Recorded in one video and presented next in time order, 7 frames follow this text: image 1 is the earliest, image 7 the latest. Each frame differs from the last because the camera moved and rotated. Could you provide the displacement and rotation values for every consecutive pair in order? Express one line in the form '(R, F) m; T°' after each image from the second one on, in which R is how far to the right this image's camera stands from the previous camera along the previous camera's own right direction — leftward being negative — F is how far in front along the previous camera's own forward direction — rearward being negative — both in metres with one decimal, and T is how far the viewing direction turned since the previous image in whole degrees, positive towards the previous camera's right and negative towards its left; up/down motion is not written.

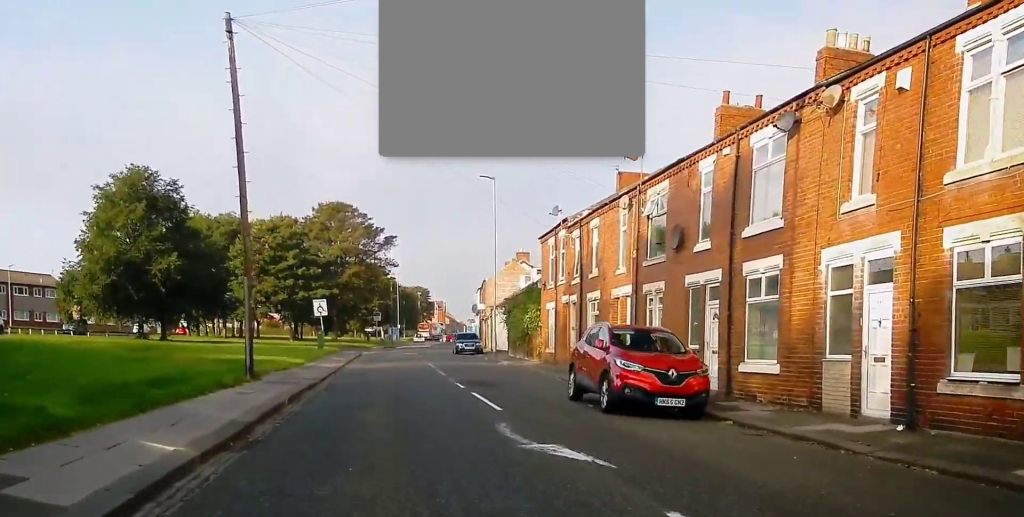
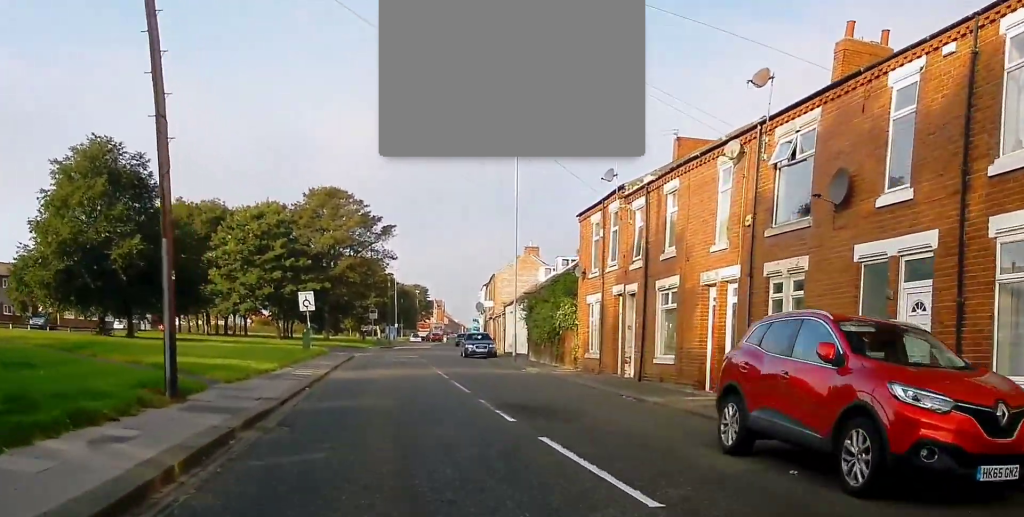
(-0.1, +7.7) m; +1°
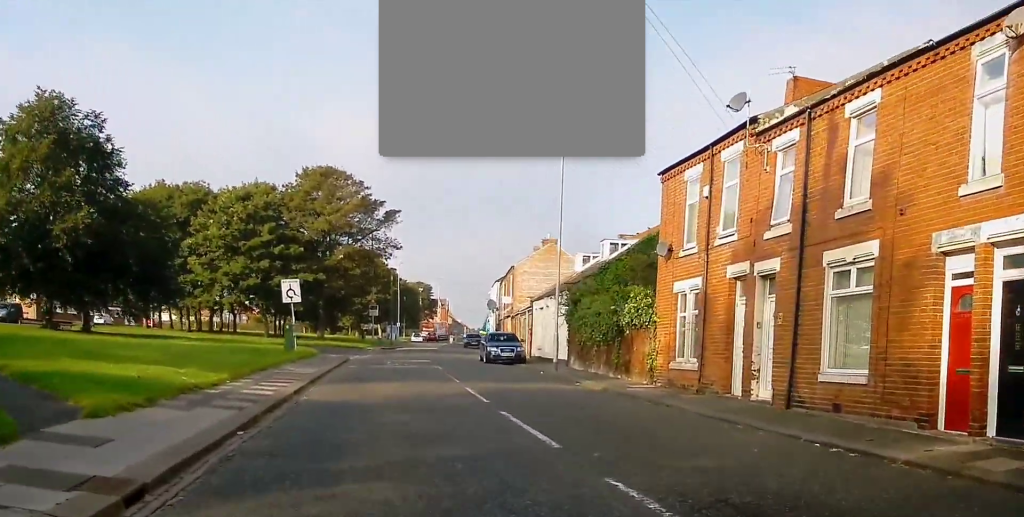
(+0.3, +8.7) m; +1°
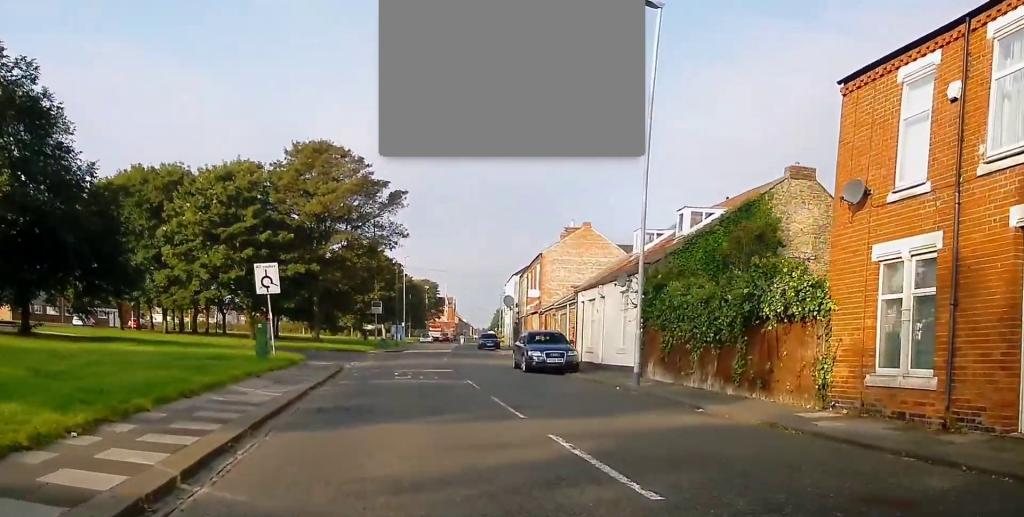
(-0.1, +8.8) m; -2°
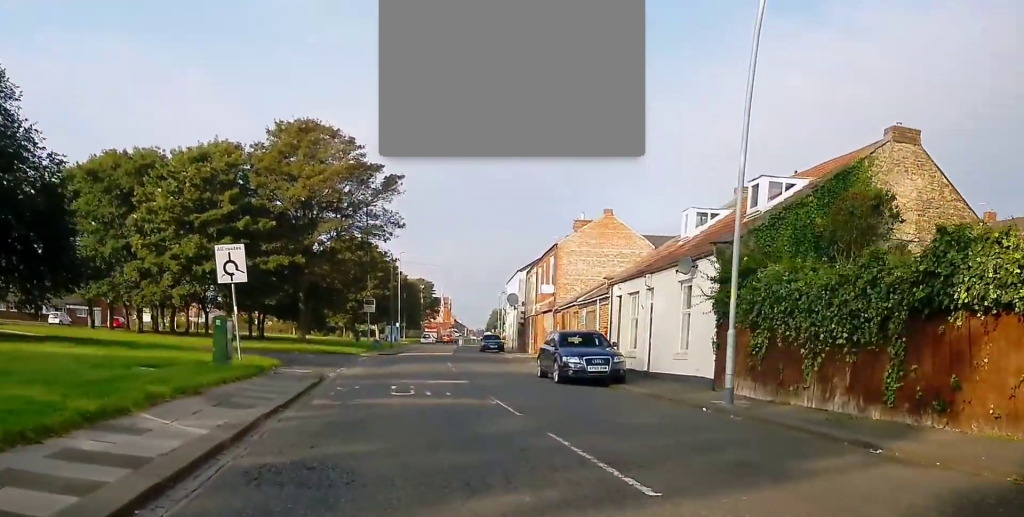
(-0.3, +5.9) m; +1°
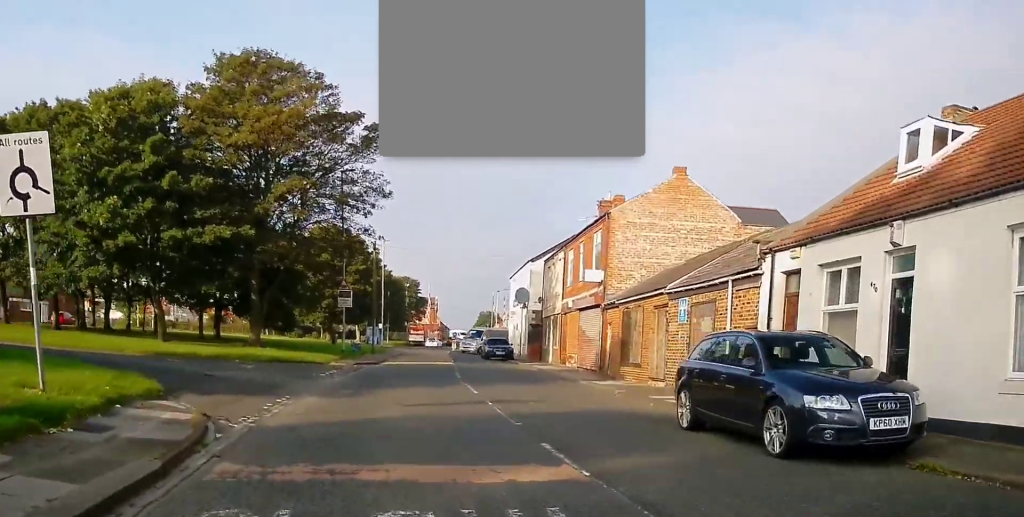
(+0.7, +12.8) m; +3°
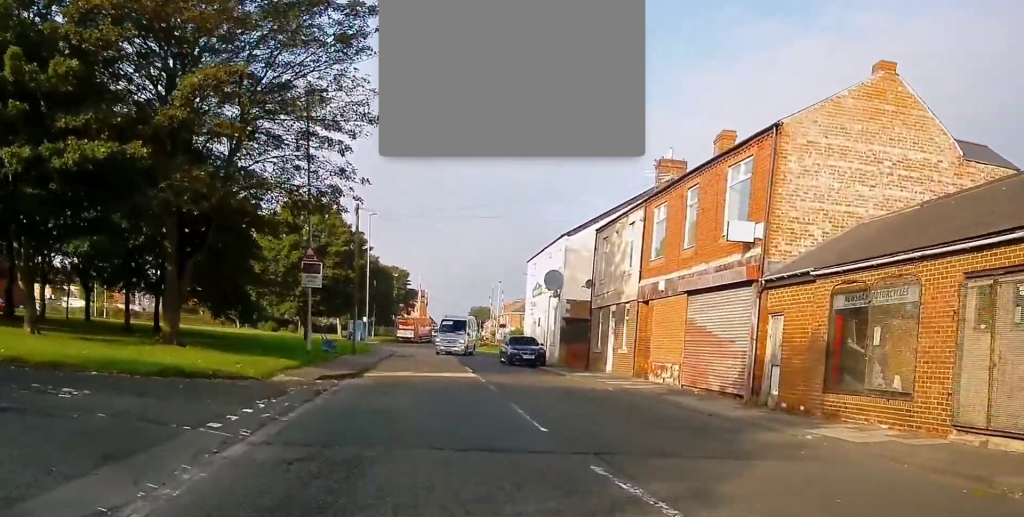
(-0.3, +14.3) m; -2°
